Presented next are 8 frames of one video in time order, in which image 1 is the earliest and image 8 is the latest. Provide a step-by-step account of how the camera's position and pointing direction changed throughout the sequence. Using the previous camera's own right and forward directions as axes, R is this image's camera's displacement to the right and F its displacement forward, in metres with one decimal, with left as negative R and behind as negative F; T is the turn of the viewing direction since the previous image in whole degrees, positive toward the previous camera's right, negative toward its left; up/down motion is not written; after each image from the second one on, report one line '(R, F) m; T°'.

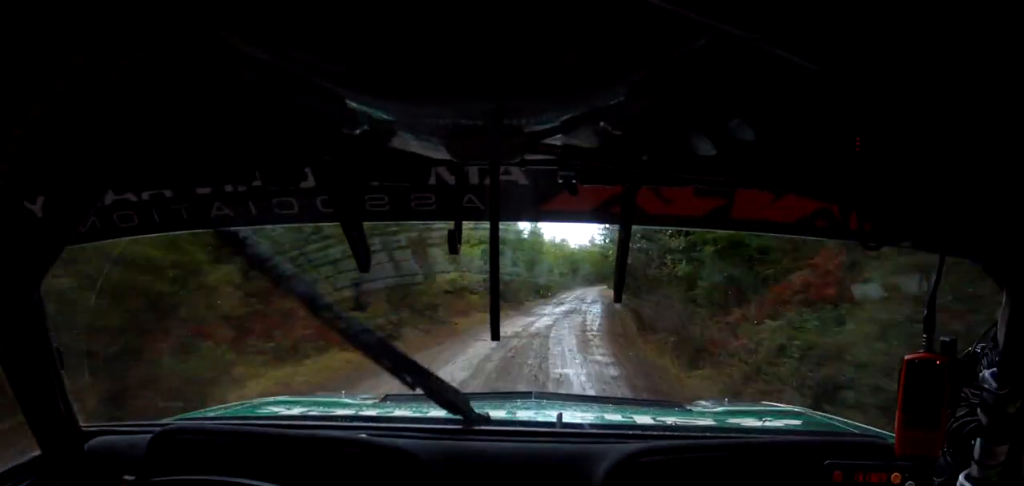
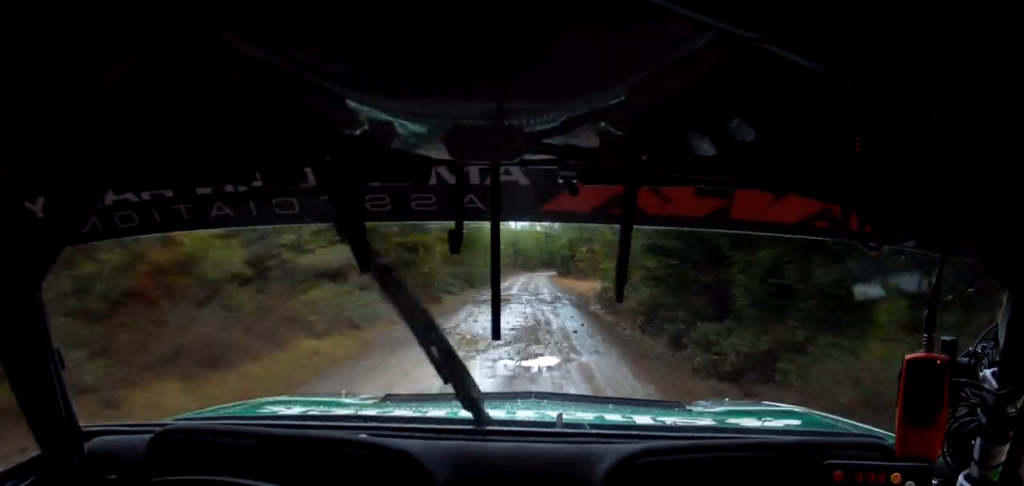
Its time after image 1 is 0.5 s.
(0.0, +18.4) m; 0°
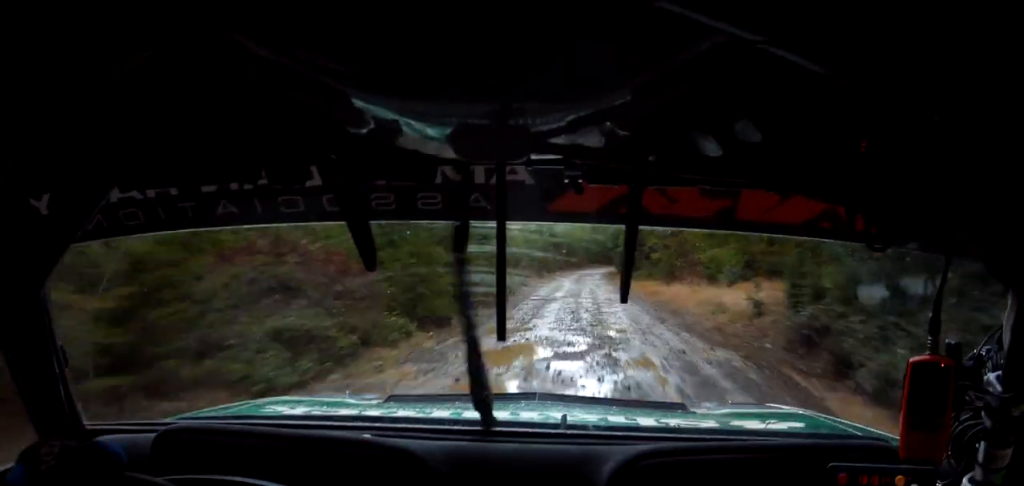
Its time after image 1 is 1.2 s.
(0.0, +23.1) m; +2°
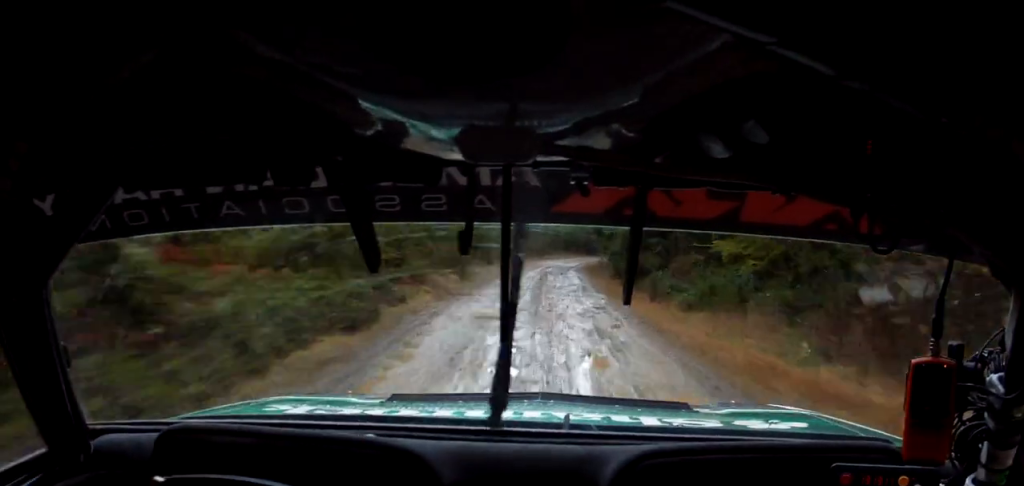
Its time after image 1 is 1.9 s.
(+0.6, +23.9) m; +3°
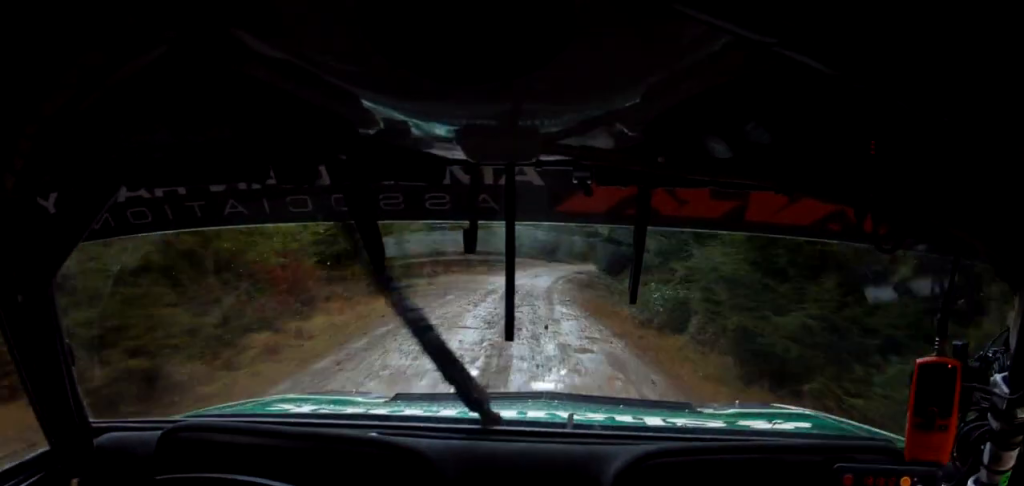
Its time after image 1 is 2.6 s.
(+0.4, +19.6) m; +3°
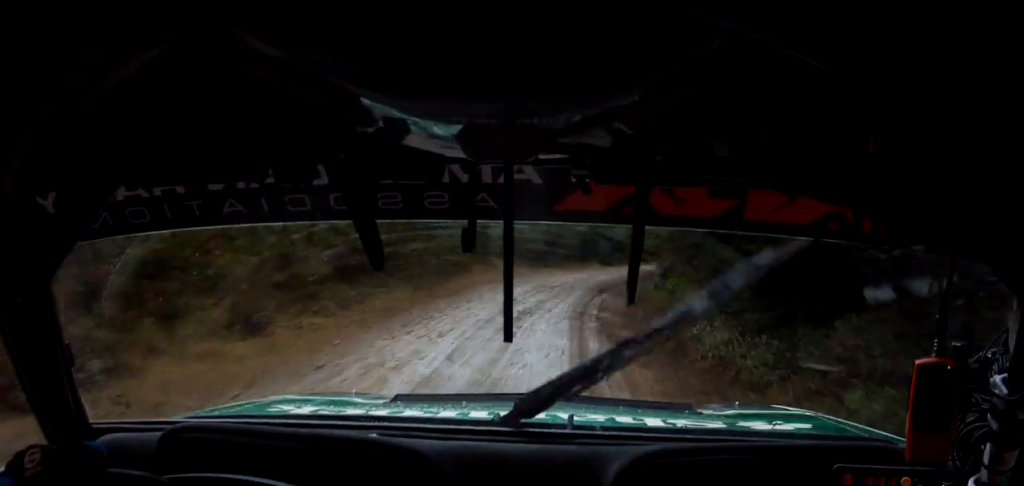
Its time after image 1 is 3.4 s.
(+0.3, +22.8) m; +10°
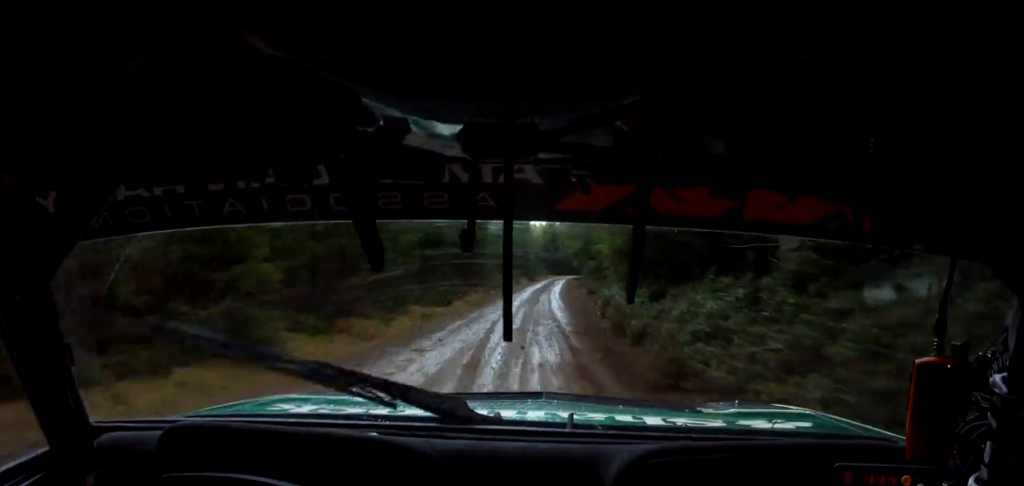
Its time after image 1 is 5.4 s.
(+10.9, +56.6) m; +12°
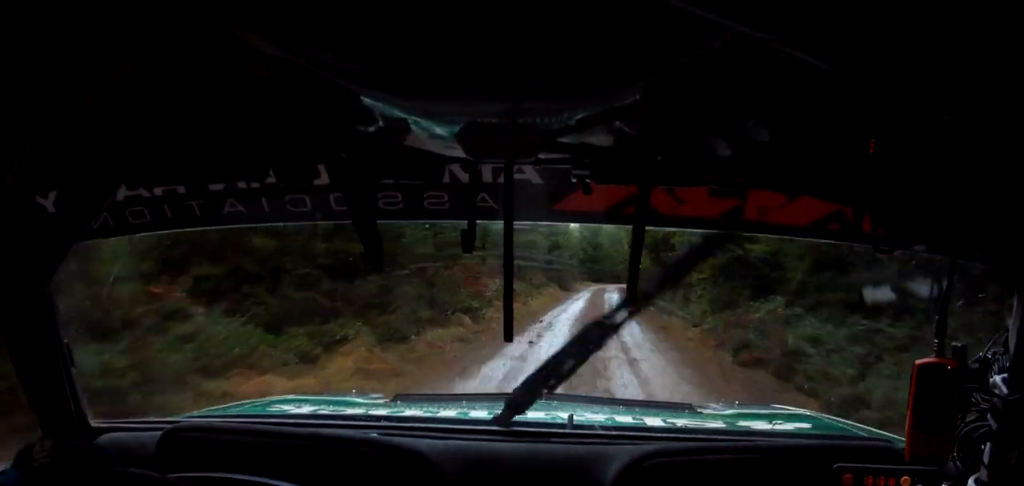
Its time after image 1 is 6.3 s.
(0.0, +29.8) m; 0°
